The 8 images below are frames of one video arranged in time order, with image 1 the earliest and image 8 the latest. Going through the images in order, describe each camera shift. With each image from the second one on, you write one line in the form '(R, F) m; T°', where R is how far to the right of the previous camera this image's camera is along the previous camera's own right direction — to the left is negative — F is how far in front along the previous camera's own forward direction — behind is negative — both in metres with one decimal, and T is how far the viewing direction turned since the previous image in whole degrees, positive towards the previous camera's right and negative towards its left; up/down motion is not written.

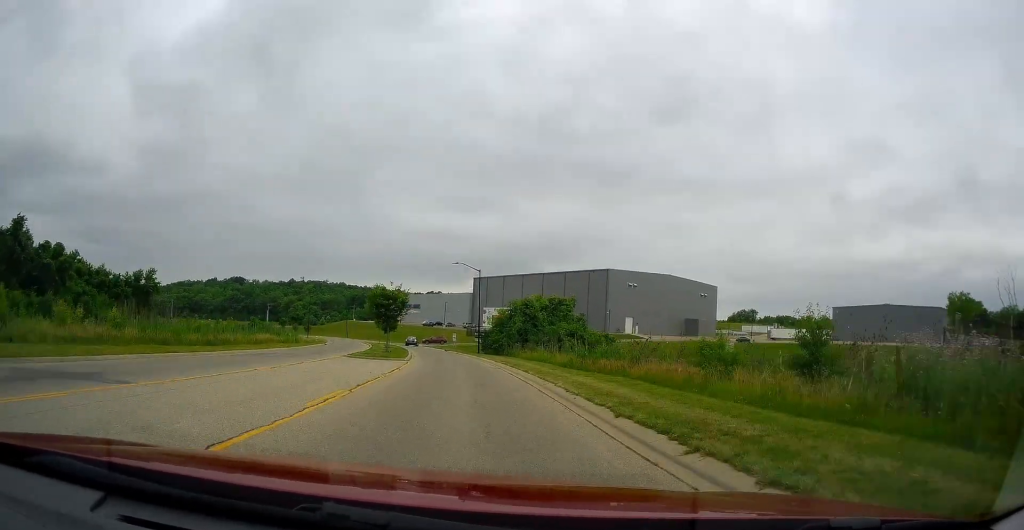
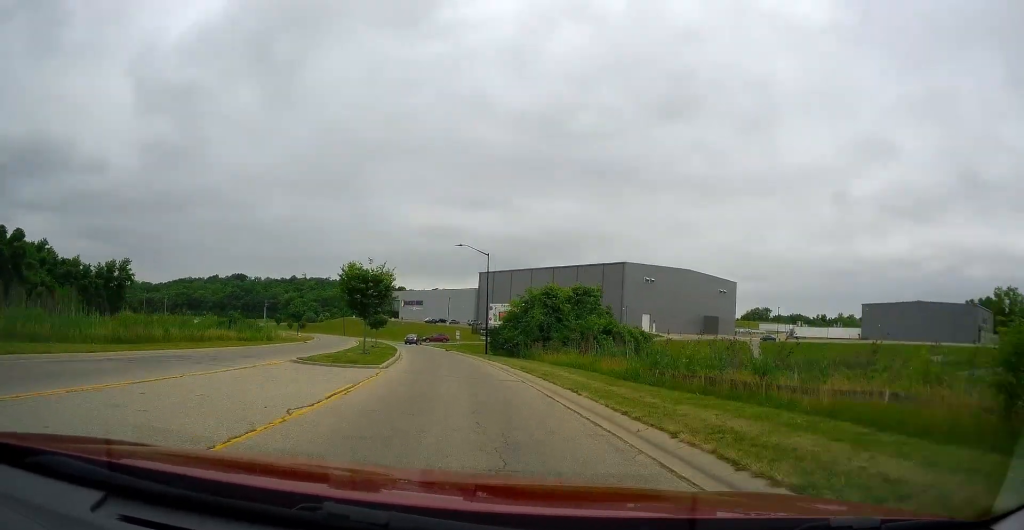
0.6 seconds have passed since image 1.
(-0.1, +10.2) m; 0°
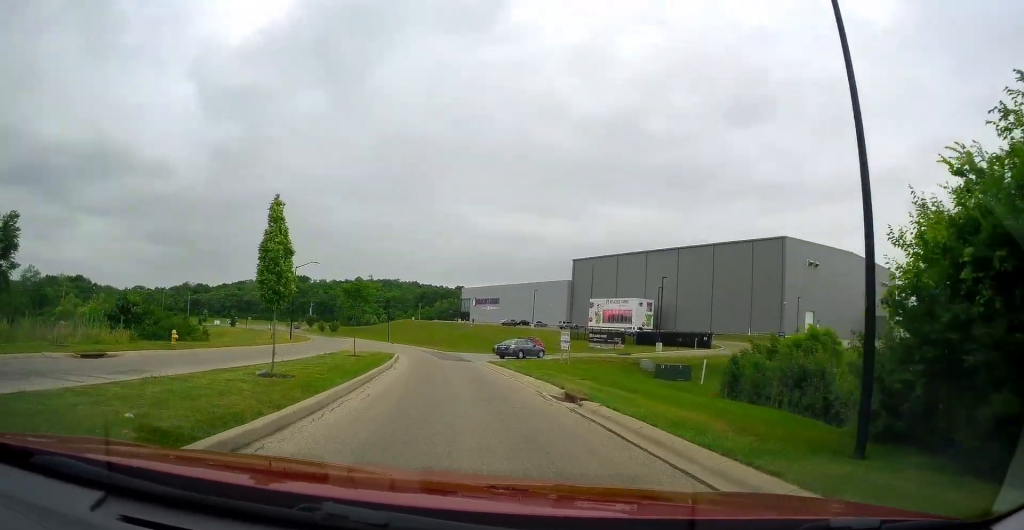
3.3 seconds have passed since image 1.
(-1.4, +42.7) m; -6°
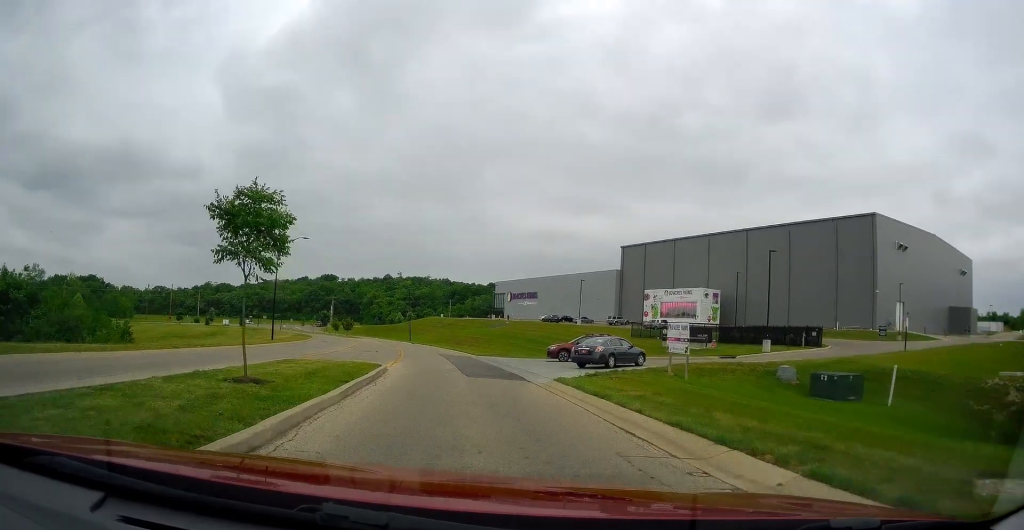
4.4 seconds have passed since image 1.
(-0.1, +16.8) m; 0°
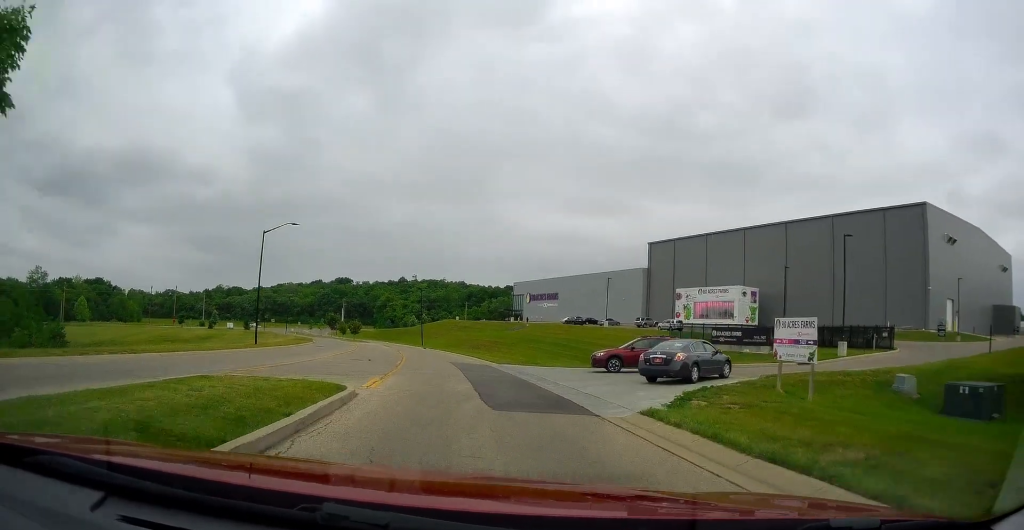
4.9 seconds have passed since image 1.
(0.0, +8.0) m; -1°
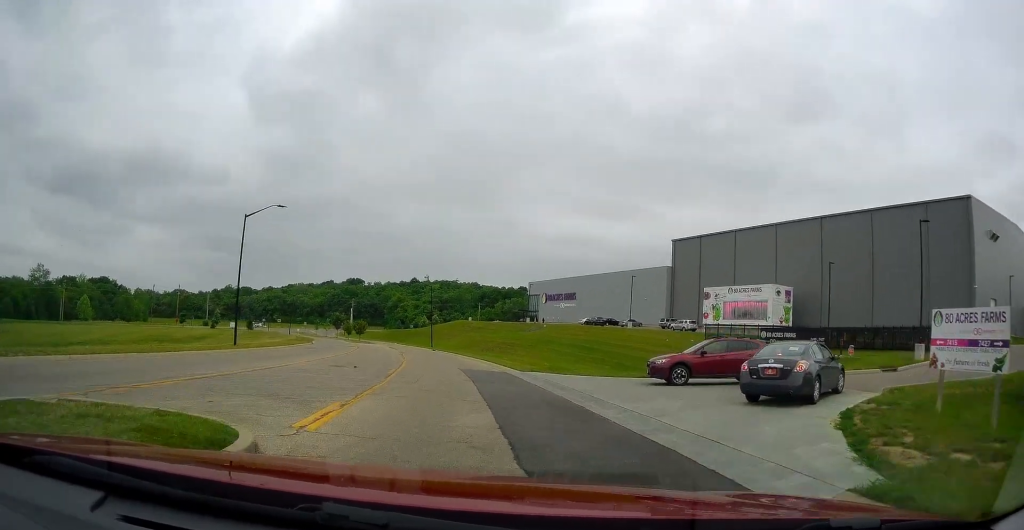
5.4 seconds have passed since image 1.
(+0.2, +6.5) m; -1°
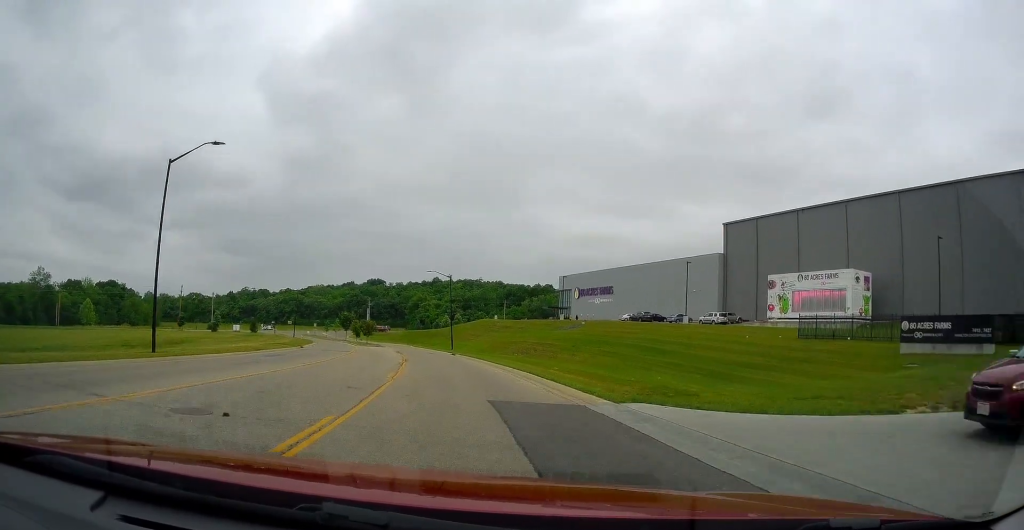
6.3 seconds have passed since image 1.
(-0.6, +13.6) m; -8°
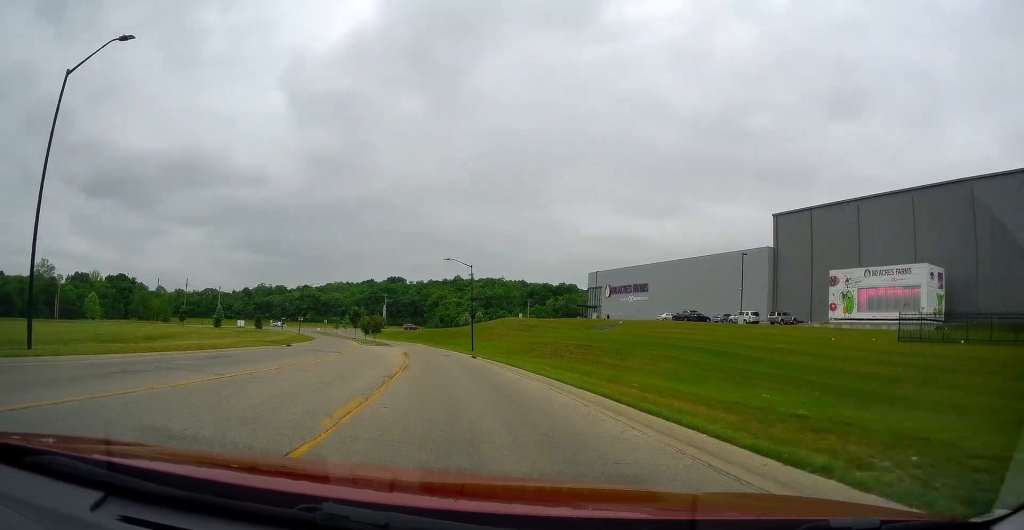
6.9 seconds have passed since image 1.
(-1.0, +10.1) m; -4°
